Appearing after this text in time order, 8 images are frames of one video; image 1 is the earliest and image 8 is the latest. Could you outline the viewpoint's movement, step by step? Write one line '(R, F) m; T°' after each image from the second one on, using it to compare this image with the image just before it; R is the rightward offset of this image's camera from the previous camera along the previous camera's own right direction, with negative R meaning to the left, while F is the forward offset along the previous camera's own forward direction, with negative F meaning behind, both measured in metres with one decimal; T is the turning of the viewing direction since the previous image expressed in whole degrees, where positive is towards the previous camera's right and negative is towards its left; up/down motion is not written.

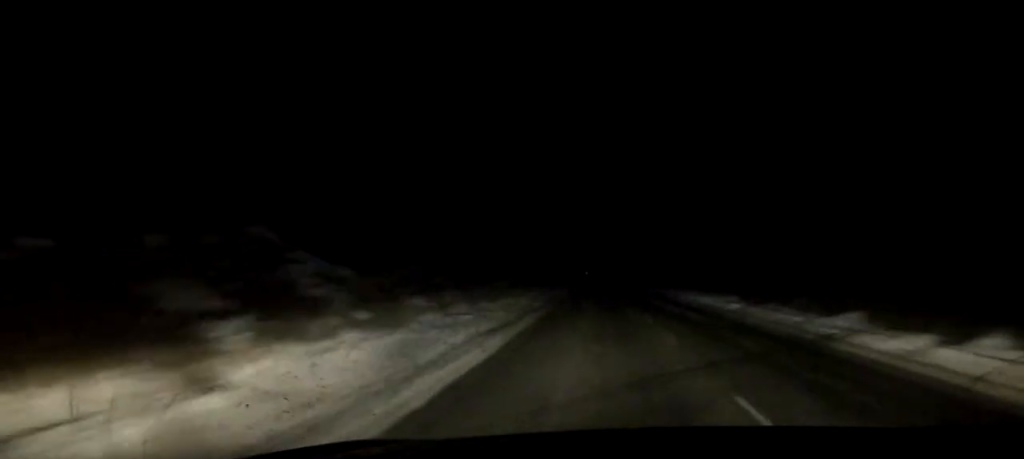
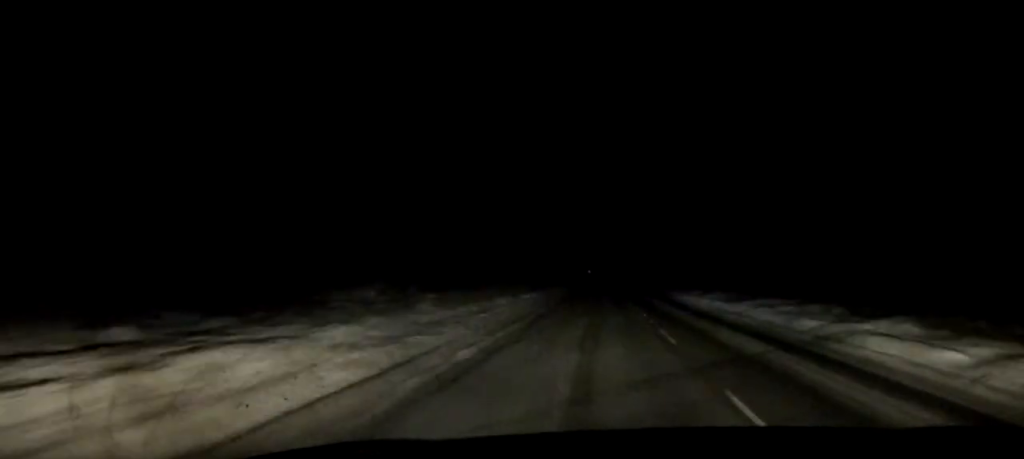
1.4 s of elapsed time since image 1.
(-0.1, +34.8) m; 0°
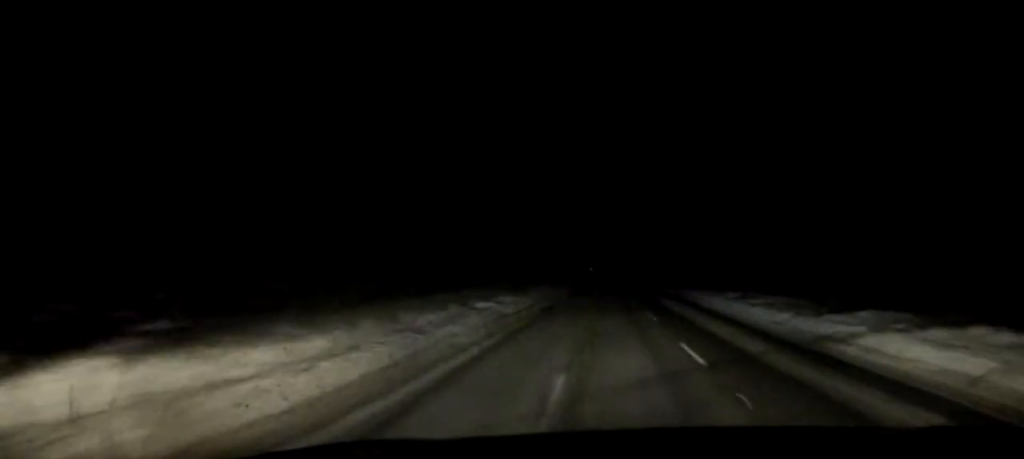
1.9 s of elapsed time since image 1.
(0.0, +12.6) m; 0°
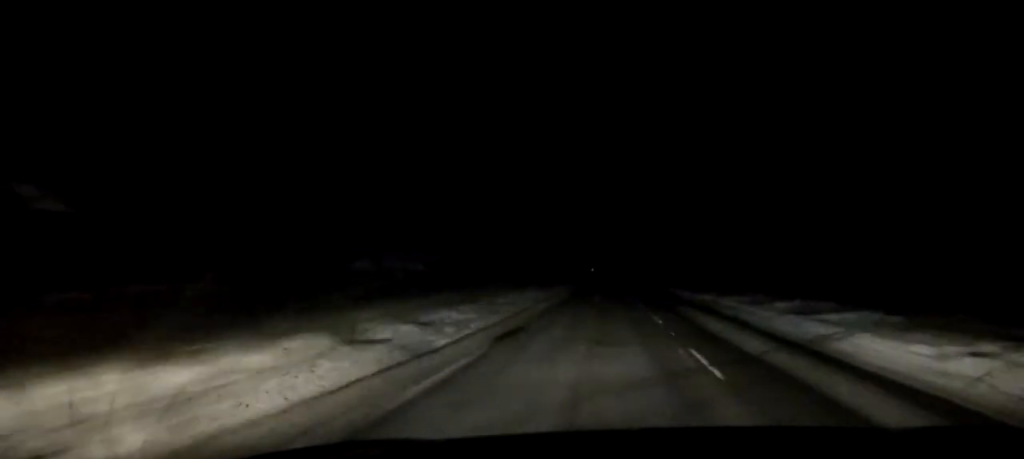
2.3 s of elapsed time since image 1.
(0.0, +10.0) m; 0°
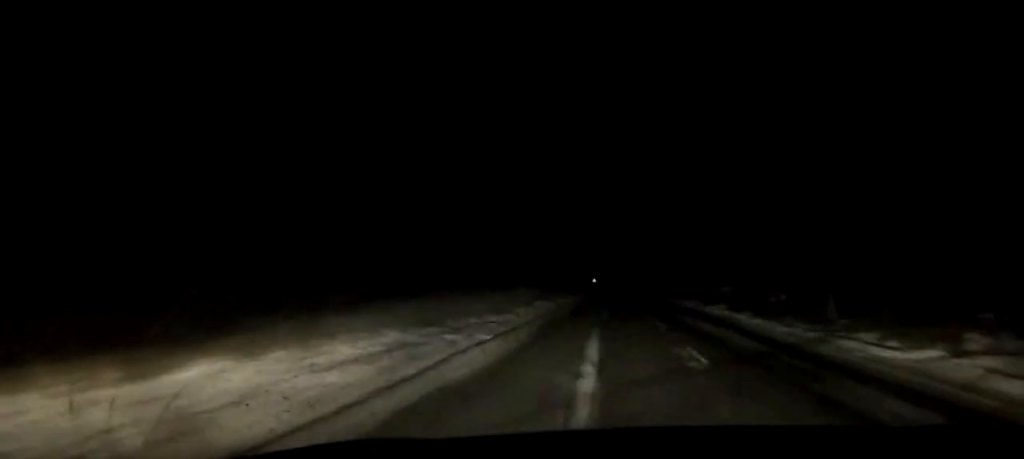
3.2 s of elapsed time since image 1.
(0.0, +24.1) m; 0°
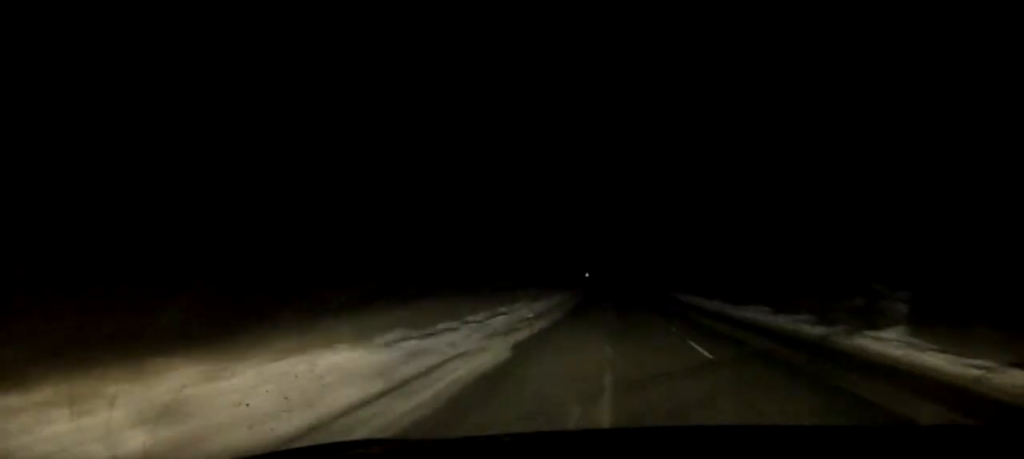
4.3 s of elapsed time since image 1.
(+0.1, +26.1) m; 0°
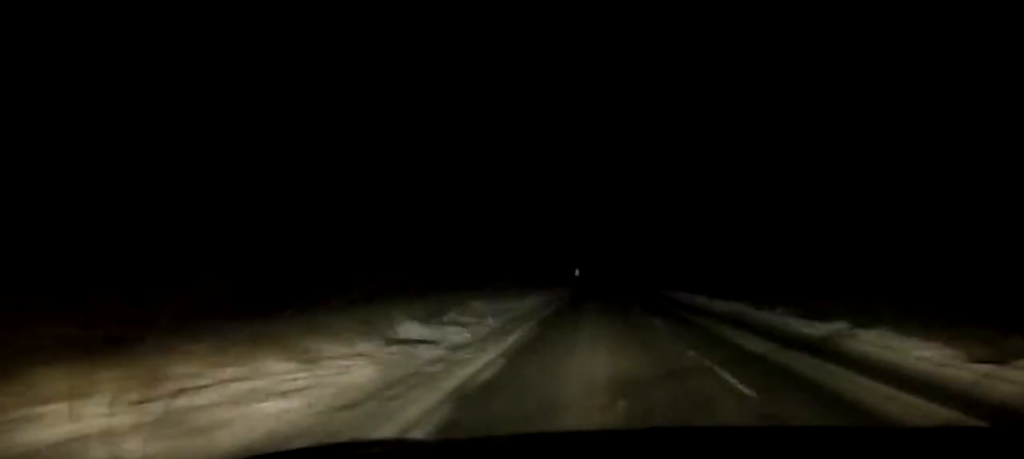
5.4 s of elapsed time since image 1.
(+0.2, +30.0) m; 0°
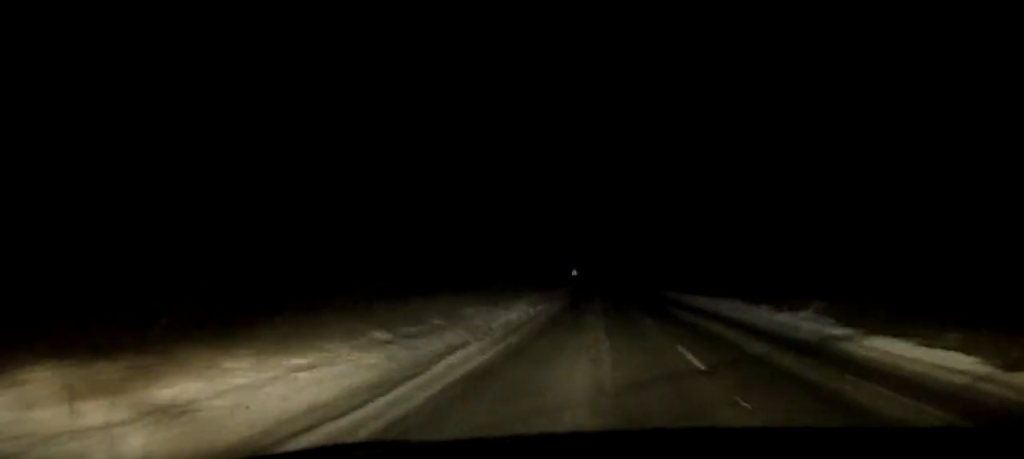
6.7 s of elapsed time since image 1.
(0.0, +33.0) m; 0°
